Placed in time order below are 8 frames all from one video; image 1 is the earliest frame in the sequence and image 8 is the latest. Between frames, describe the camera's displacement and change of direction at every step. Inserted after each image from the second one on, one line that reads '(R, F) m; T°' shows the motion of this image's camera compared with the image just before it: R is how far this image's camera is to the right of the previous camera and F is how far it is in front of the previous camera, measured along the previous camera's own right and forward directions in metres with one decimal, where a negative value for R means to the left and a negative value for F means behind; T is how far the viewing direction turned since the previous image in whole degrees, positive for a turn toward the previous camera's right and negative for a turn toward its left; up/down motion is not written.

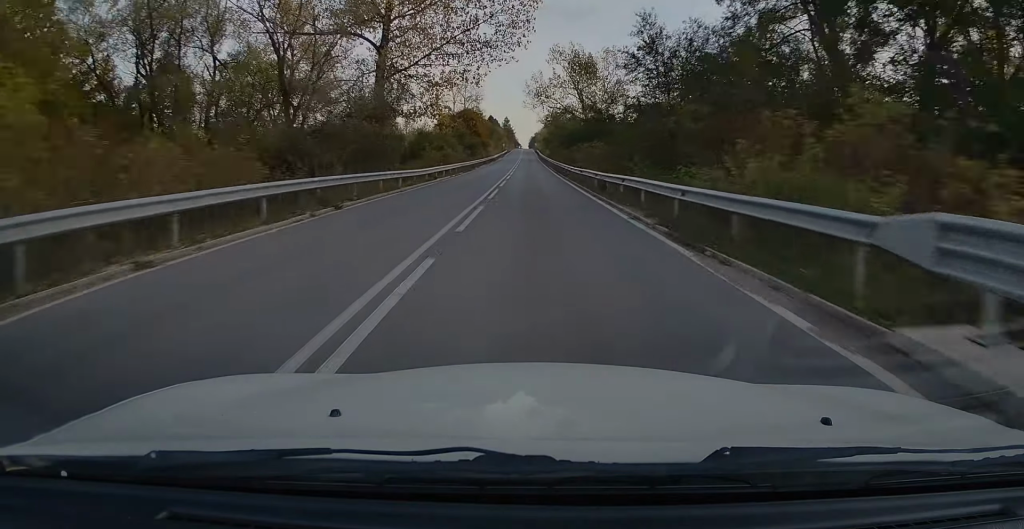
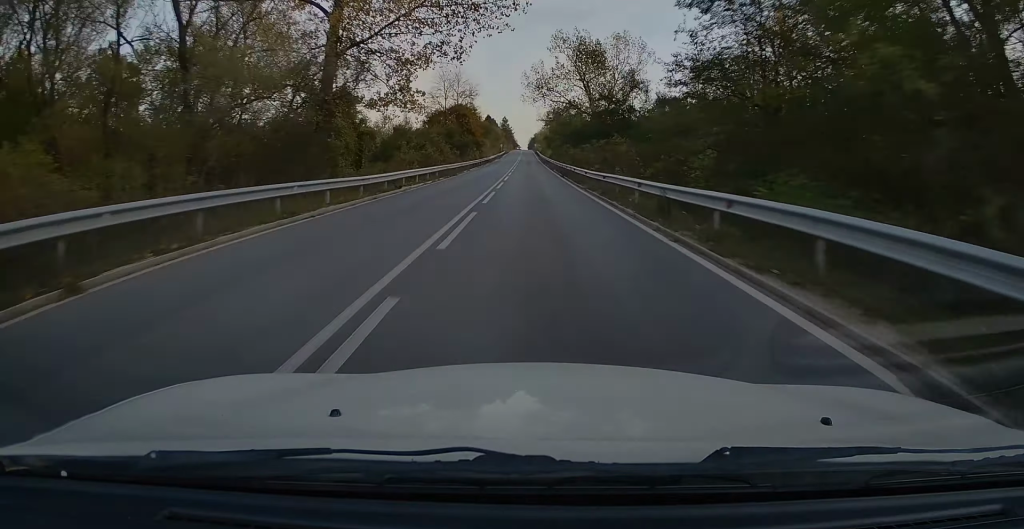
(+0.1, +11.3) m; +1°
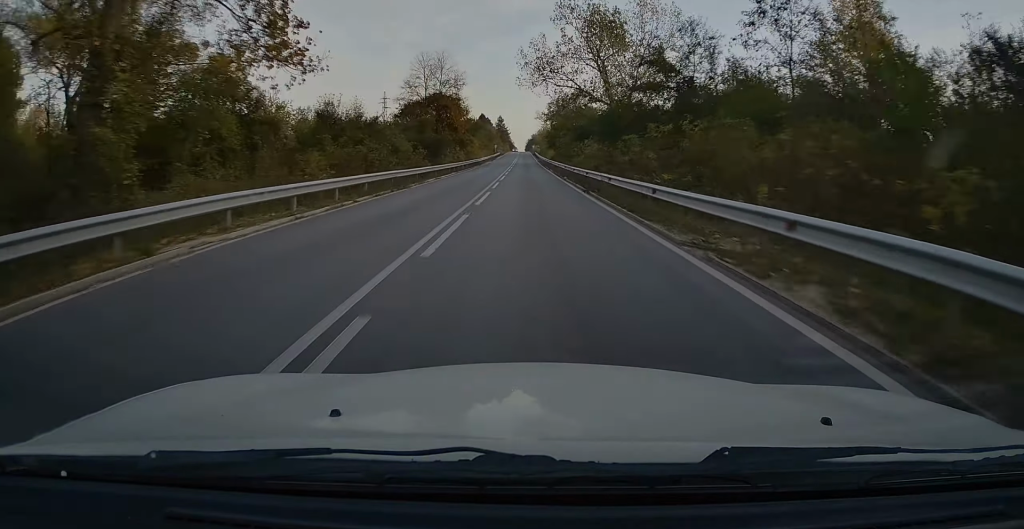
(+0.2, +18.8) m; 0°
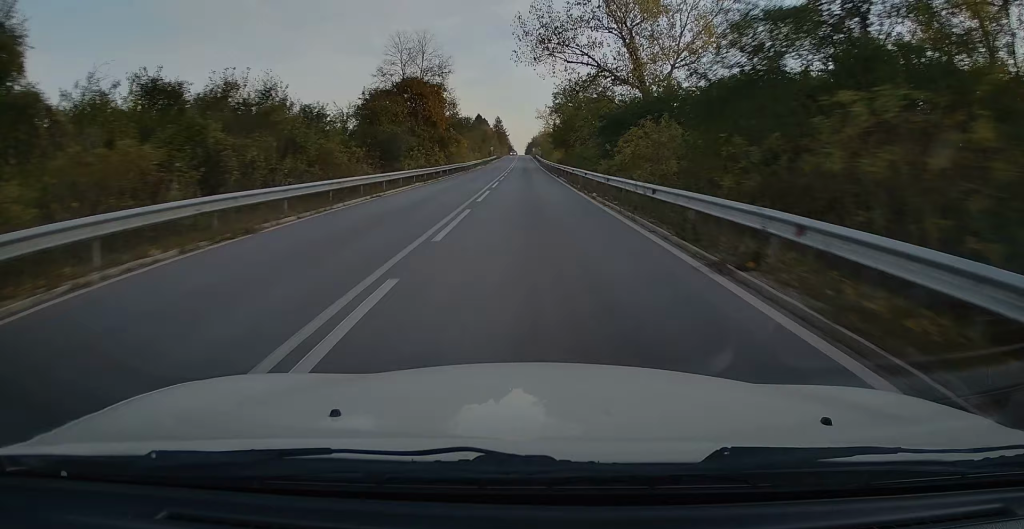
(-0.2, +16.5) m; 0°
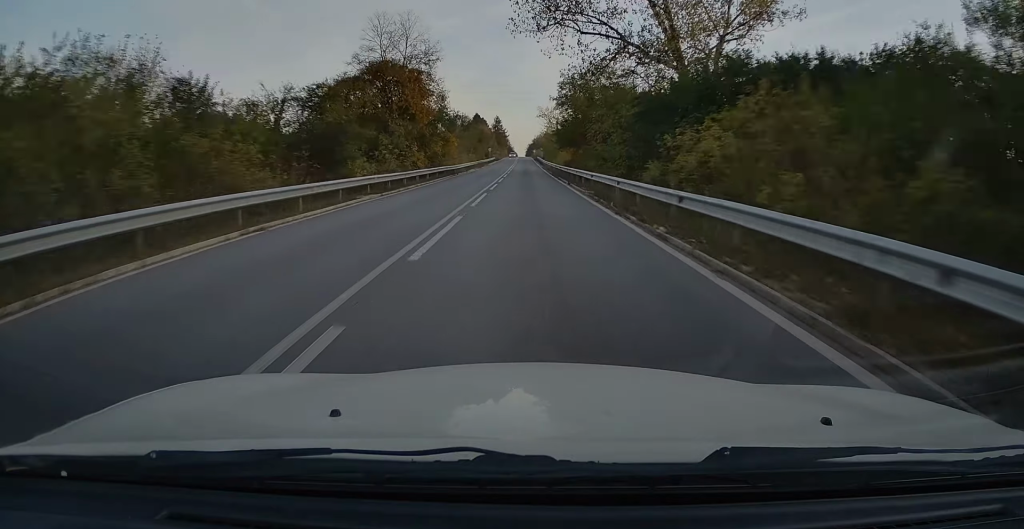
(-0.2, +10.8) m; 0°
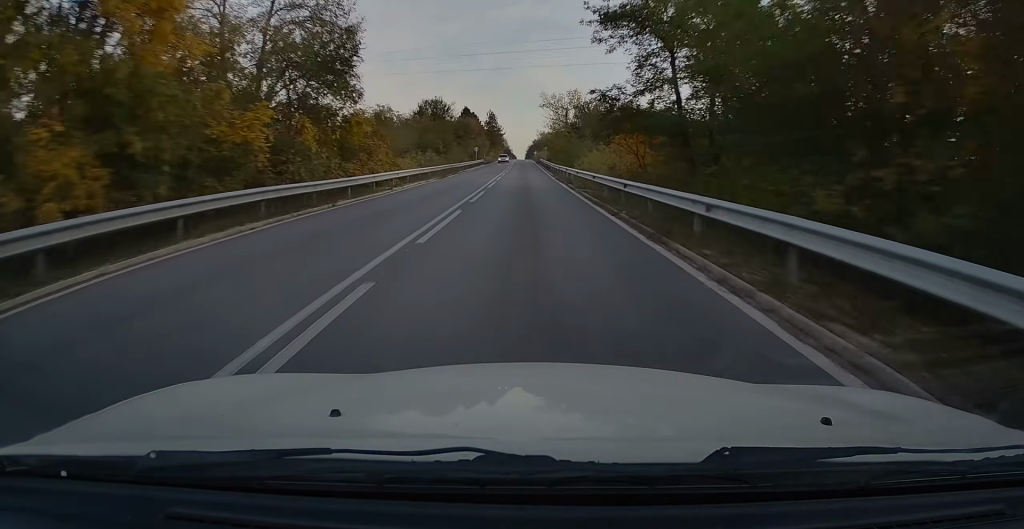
(+0.5, +34.6) m; +1°
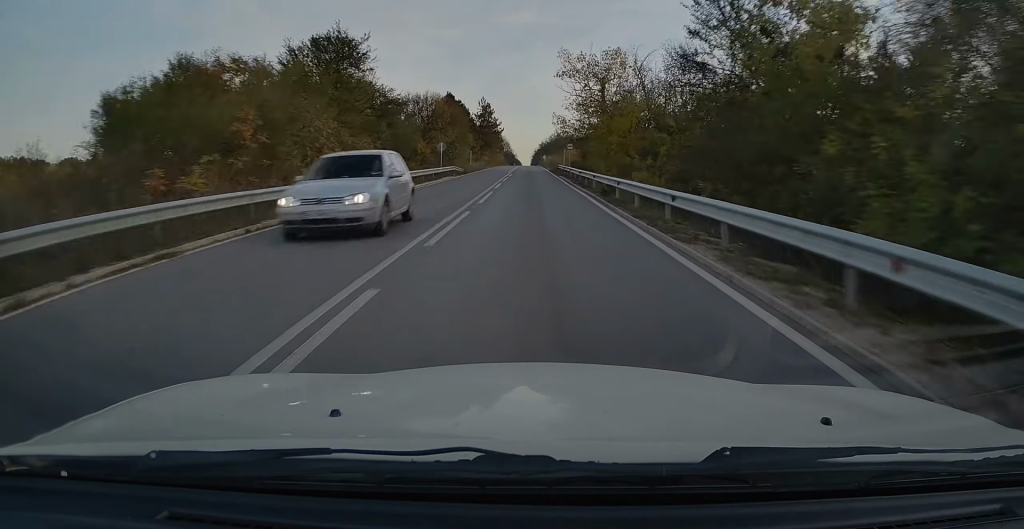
(+0.1, +45.3) m; 0°
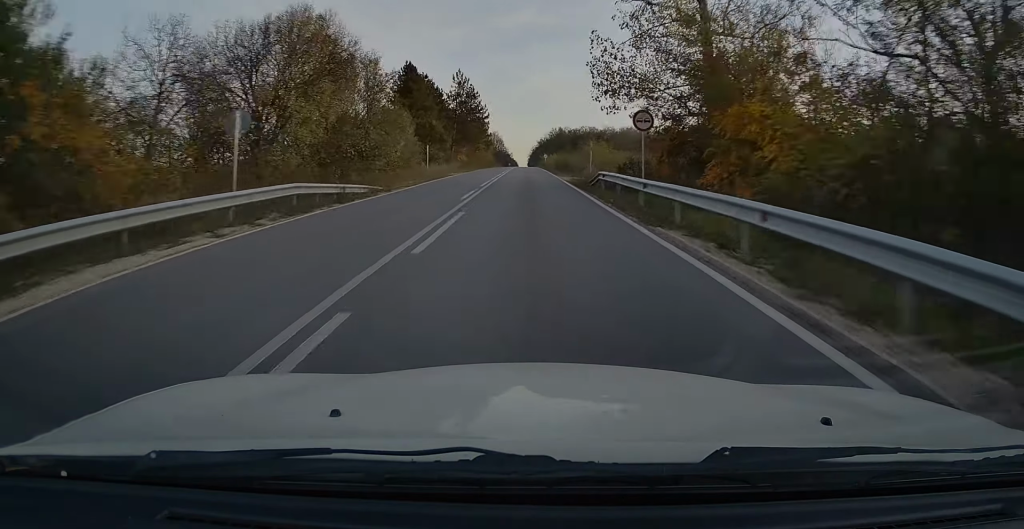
(-0.4, +36.9) m; -1°
